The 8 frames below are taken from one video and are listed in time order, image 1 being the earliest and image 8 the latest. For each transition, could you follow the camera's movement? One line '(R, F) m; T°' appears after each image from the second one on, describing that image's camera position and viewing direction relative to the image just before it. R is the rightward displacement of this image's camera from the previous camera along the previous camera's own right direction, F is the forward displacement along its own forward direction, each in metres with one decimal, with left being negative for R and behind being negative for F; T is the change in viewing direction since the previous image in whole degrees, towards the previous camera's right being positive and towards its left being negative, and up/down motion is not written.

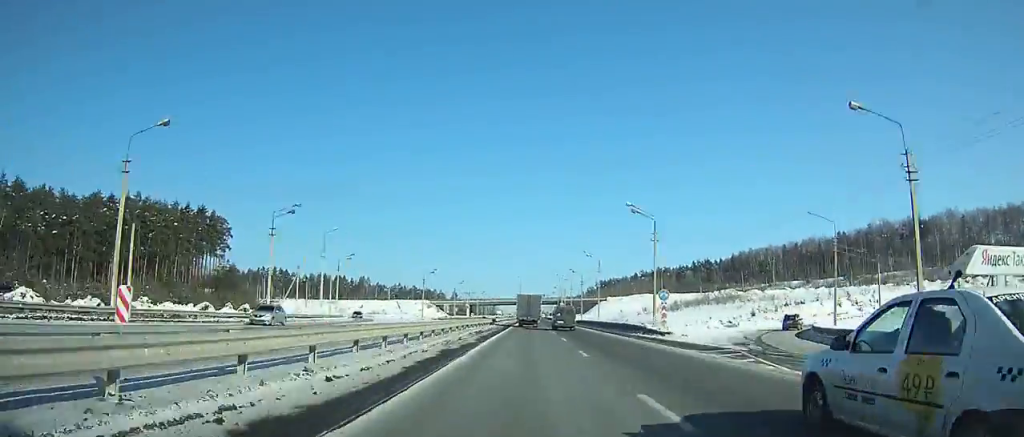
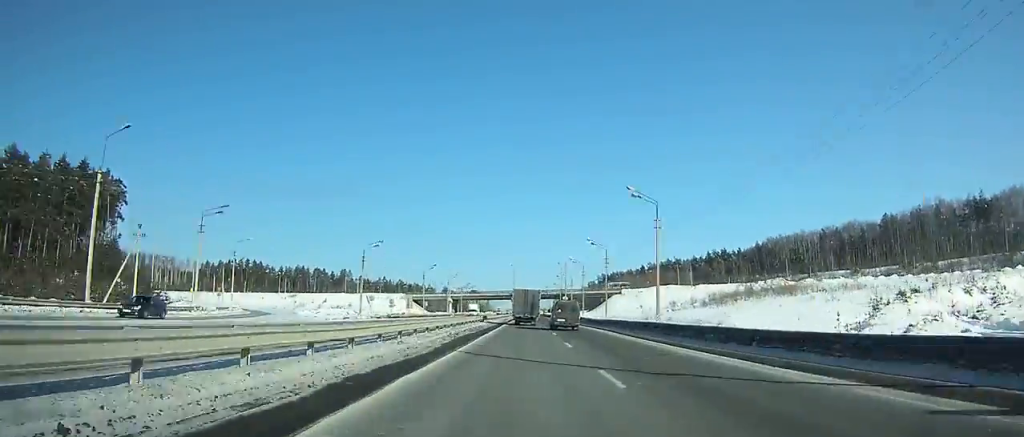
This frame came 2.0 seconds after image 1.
(-0.1, +43.3) m; 0°
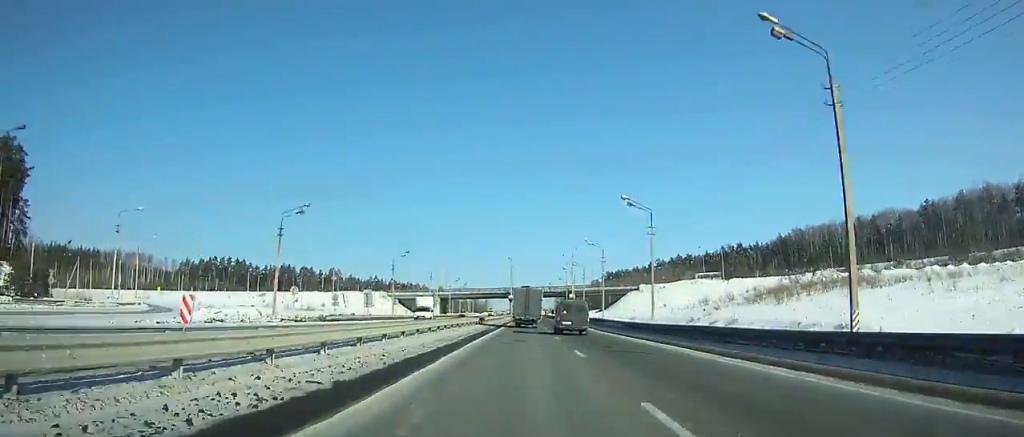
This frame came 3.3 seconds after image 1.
(-0.1, +28.7) m; 0°
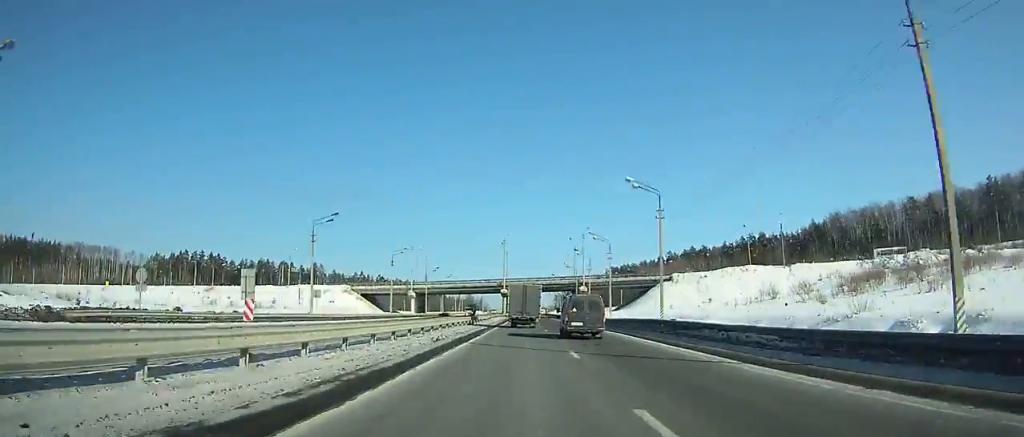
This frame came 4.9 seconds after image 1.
(0.0, +35.3) m; 0°
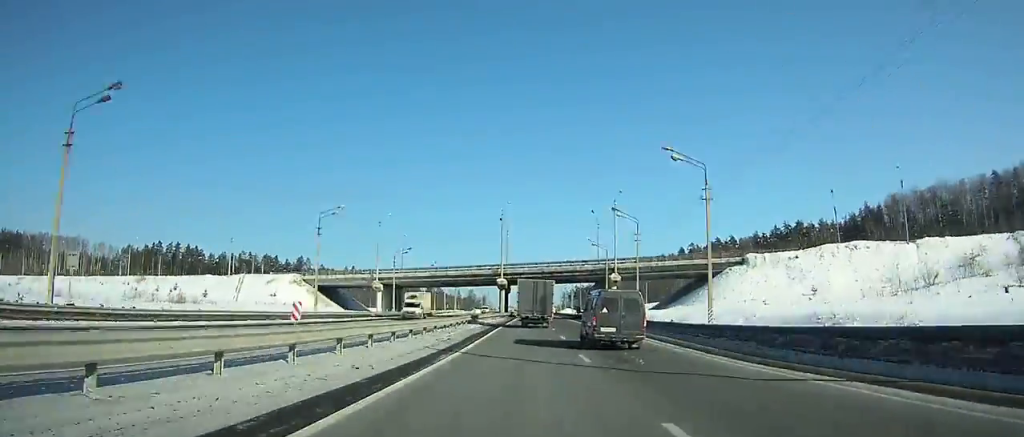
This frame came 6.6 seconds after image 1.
(-0.1, +37.7) m; 0°
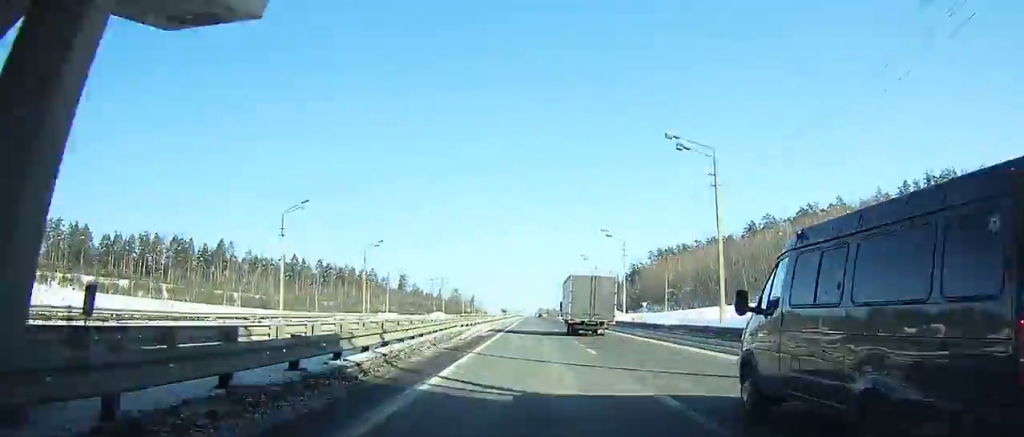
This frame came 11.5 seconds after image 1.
(+0.1, +110.0) m; 0°
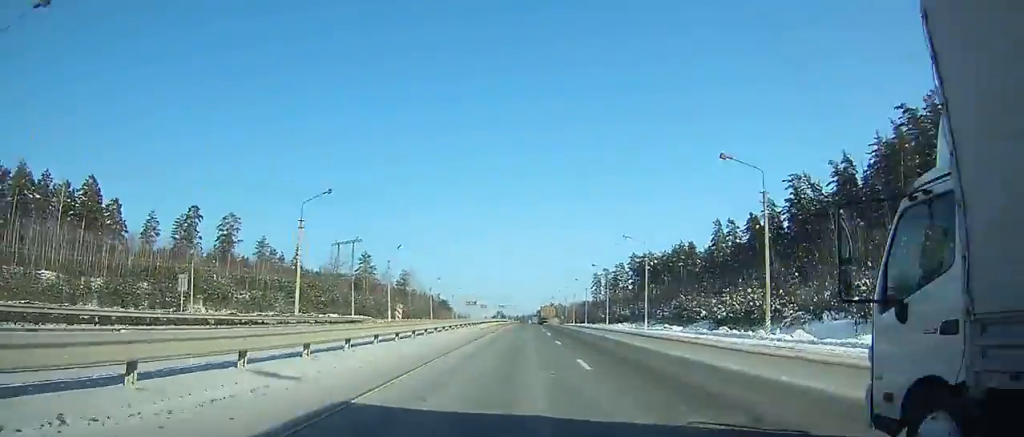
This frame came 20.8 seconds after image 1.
(+4.6, +221.0) m; +3°
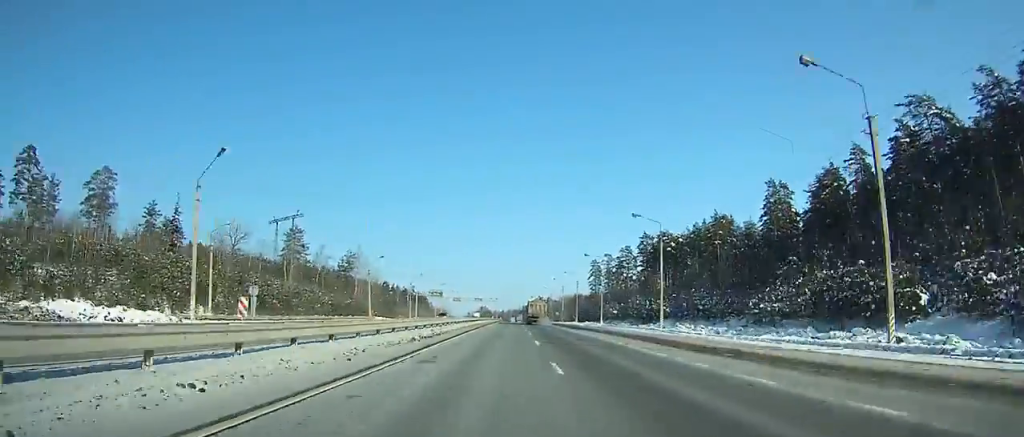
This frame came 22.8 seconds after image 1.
(+2.8, +49.5) m; -2°
